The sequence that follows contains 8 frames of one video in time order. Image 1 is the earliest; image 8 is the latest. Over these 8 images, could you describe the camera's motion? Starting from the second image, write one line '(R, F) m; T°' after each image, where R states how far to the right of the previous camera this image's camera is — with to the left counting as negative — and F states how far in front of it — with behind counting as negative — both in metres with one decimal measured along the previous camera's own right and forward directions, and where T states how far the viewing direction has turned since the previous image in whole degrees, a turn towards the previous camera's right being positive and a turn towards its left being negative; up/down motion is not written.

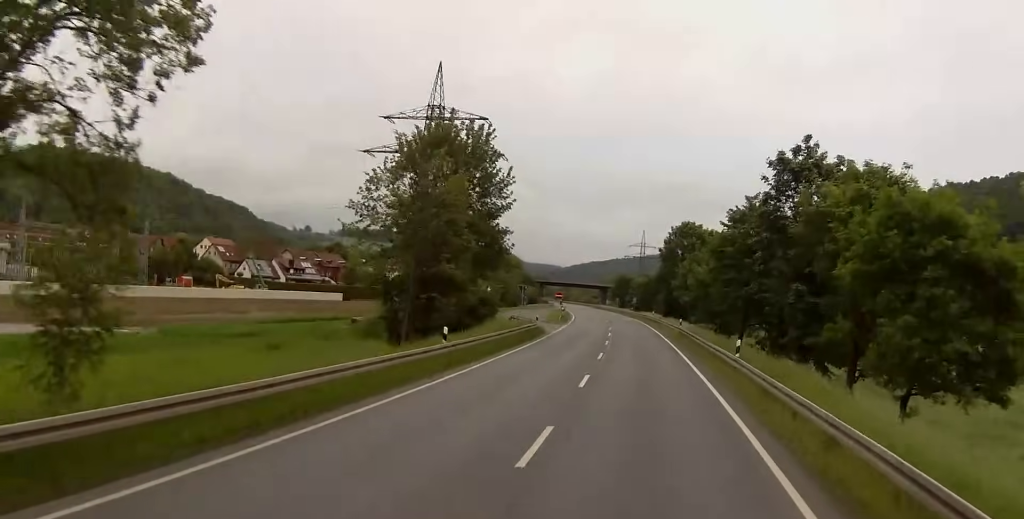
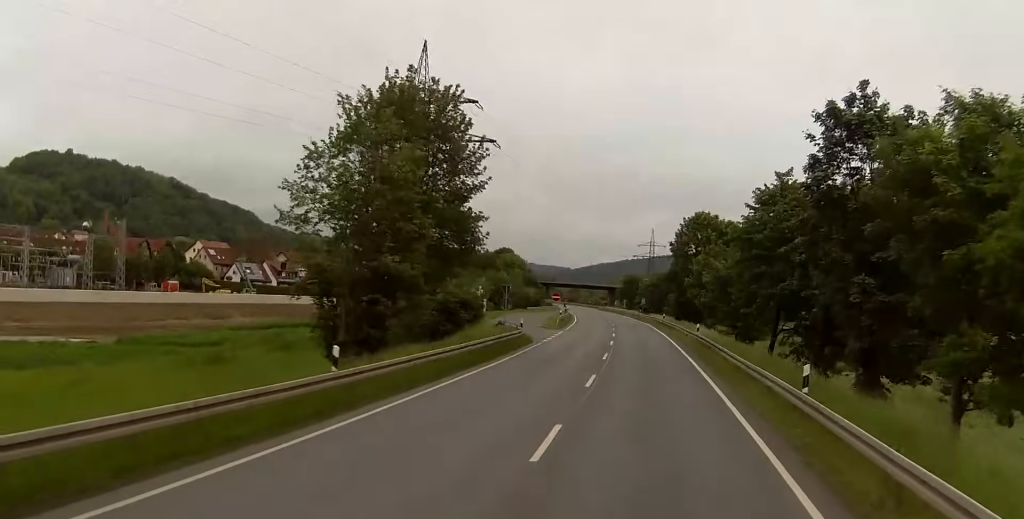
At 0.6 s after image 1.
(+0.1, +11.1) m; 0°
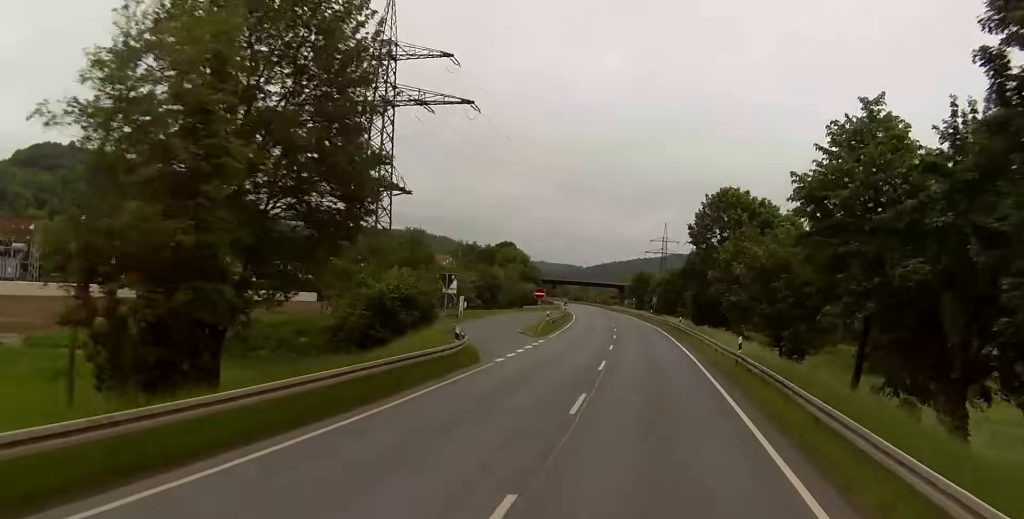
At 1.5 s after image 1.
(+0.1, +18.3) m; -1°
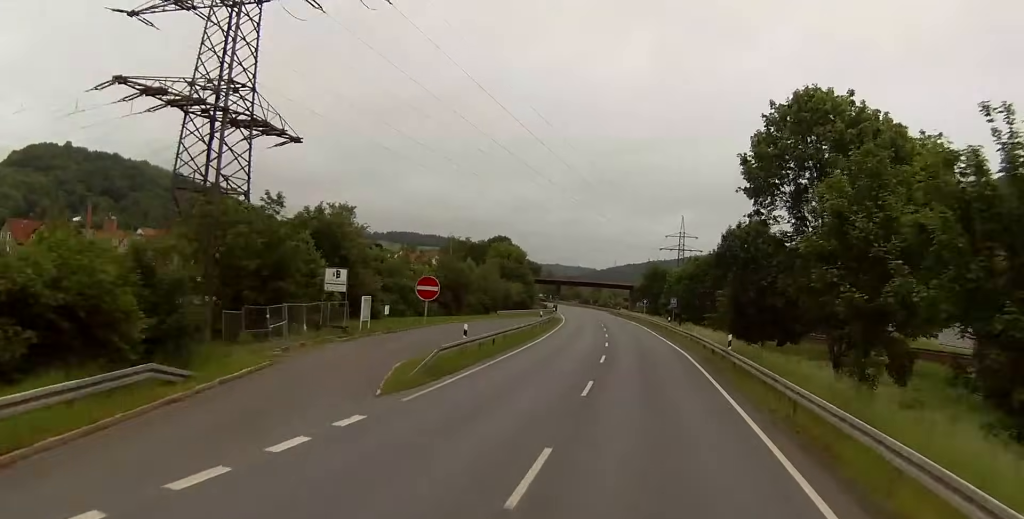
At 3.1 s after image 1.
(-0.7, +32.3) m; -1°
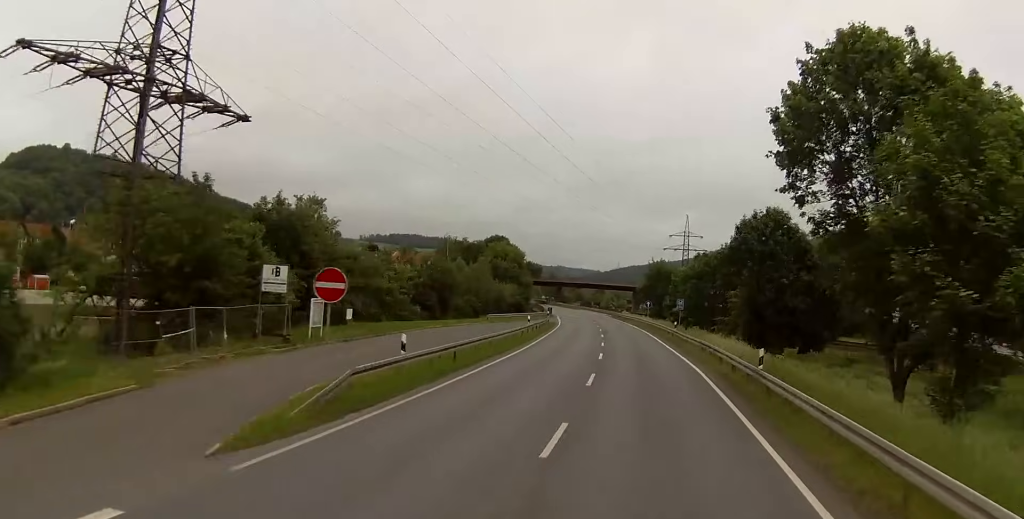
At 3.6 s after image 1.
(0.0, +8.6) m; 0°
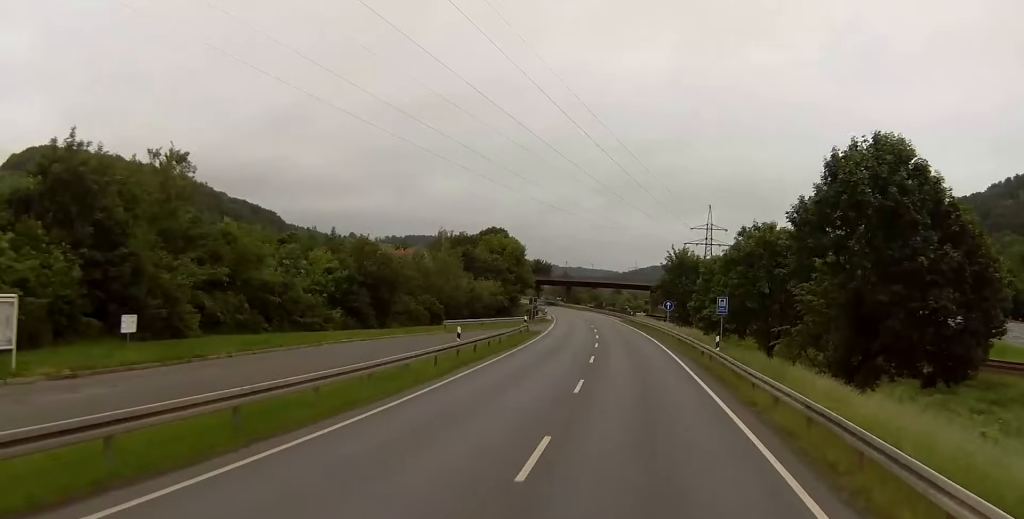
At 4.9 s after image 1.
(0.0, +25.9) m; 0°
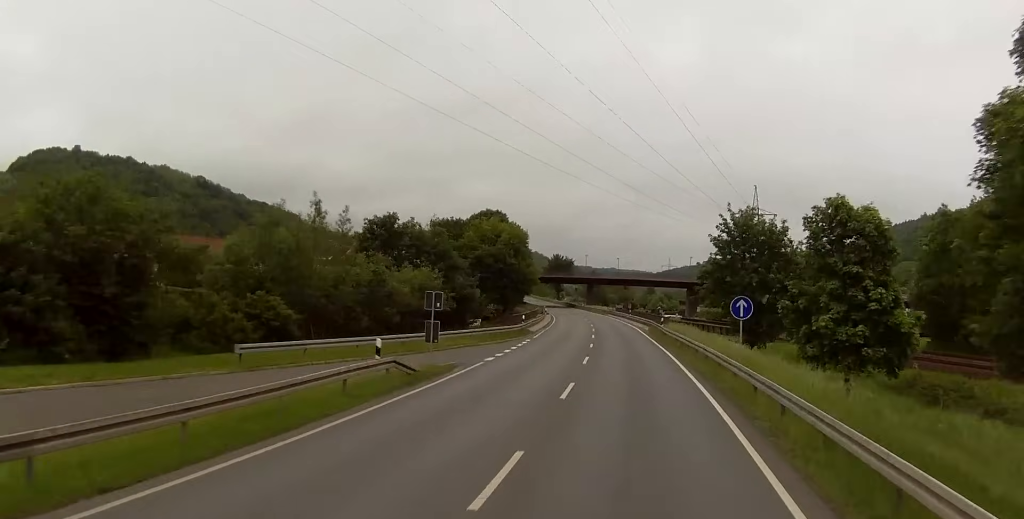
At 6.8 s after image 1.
(-0.6, +37.9) m; -3°
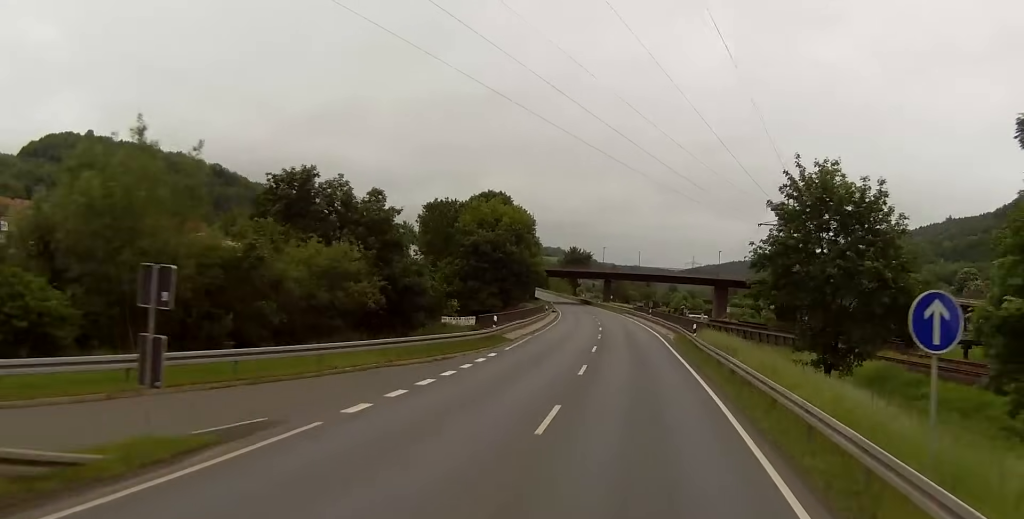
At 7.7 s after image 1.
(-0.2, +18.7) m; -1°
